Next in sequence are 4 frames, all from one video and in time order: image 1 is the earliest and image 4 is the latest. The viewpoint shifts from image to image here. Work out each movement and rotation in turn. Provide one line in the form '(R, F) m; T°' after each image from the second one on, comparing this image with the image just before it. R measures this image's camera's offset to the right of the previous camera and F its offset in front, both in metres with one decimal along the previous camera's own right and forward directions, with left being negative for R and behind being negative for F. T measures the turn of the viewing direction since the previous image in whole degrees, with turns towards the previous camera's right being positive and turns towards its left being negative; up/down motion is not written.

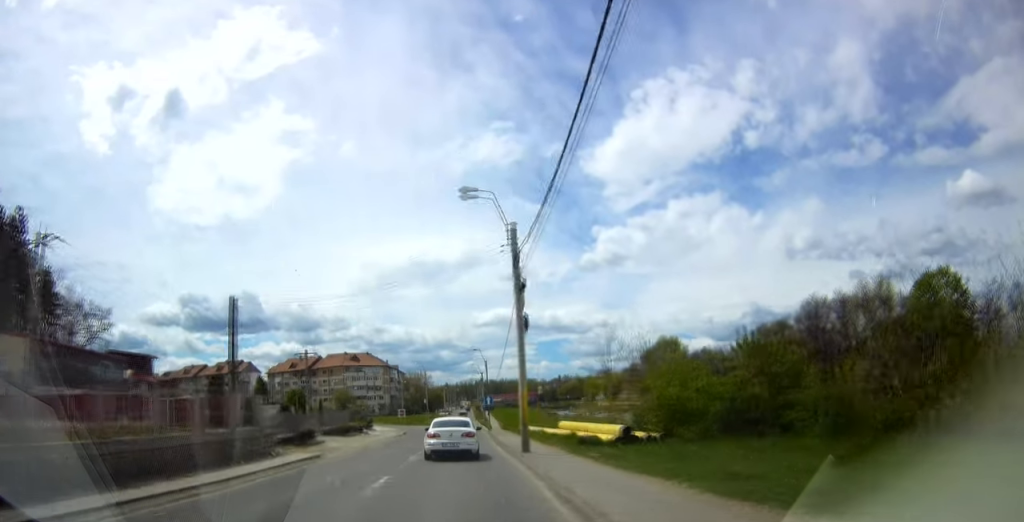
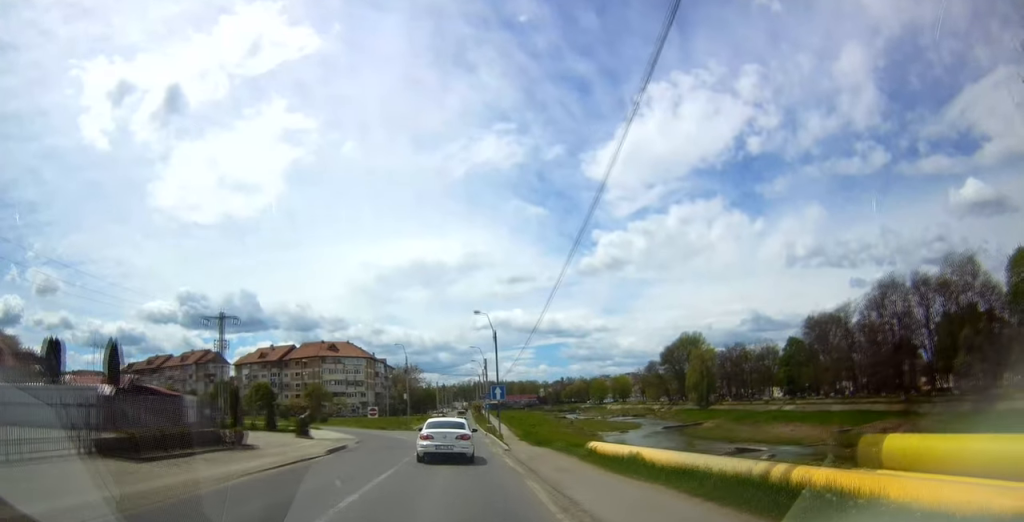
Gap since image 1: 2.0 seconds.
(-1.4, +28.6) m; -4°
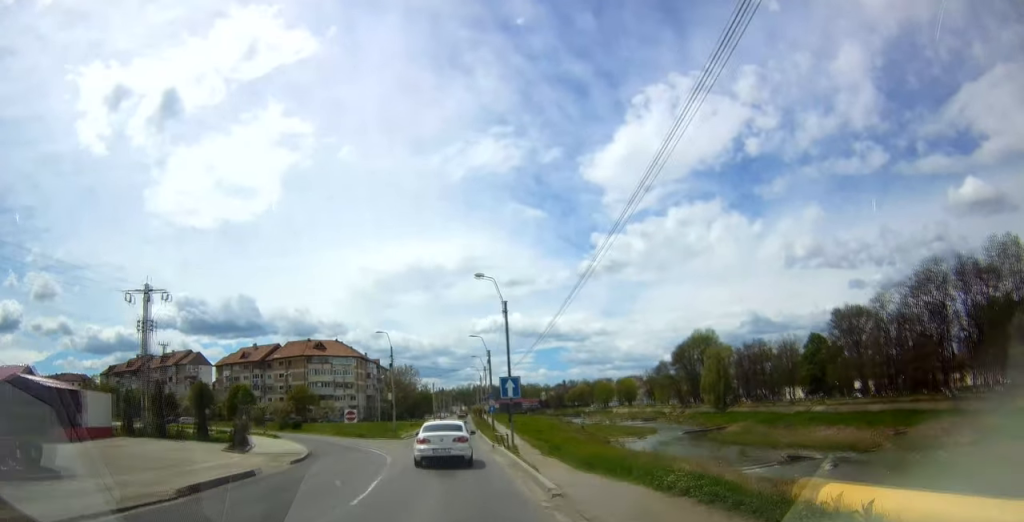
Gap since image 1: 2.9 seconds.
(0.0, +13.9) m; +1°
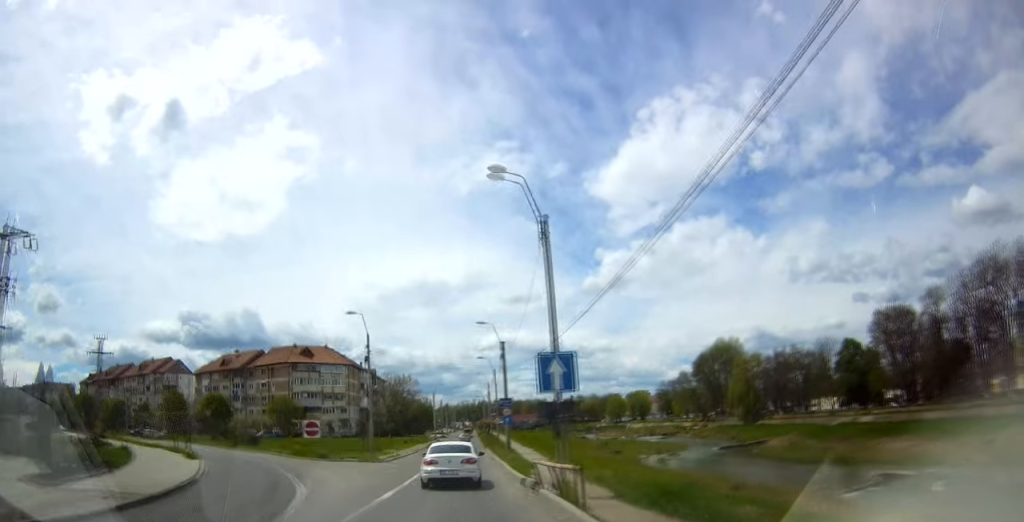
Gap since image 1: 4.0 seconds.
(+0.4, +16.8) m; 0°
